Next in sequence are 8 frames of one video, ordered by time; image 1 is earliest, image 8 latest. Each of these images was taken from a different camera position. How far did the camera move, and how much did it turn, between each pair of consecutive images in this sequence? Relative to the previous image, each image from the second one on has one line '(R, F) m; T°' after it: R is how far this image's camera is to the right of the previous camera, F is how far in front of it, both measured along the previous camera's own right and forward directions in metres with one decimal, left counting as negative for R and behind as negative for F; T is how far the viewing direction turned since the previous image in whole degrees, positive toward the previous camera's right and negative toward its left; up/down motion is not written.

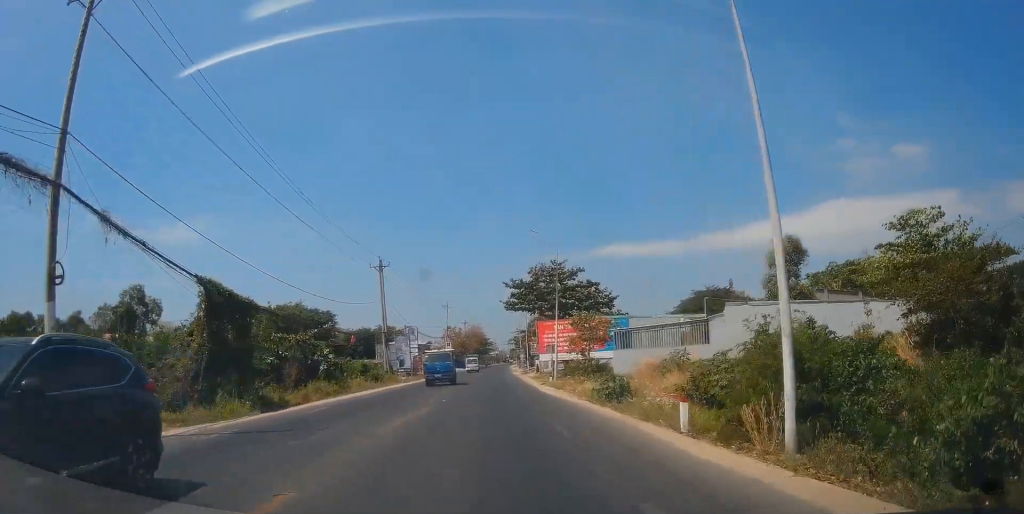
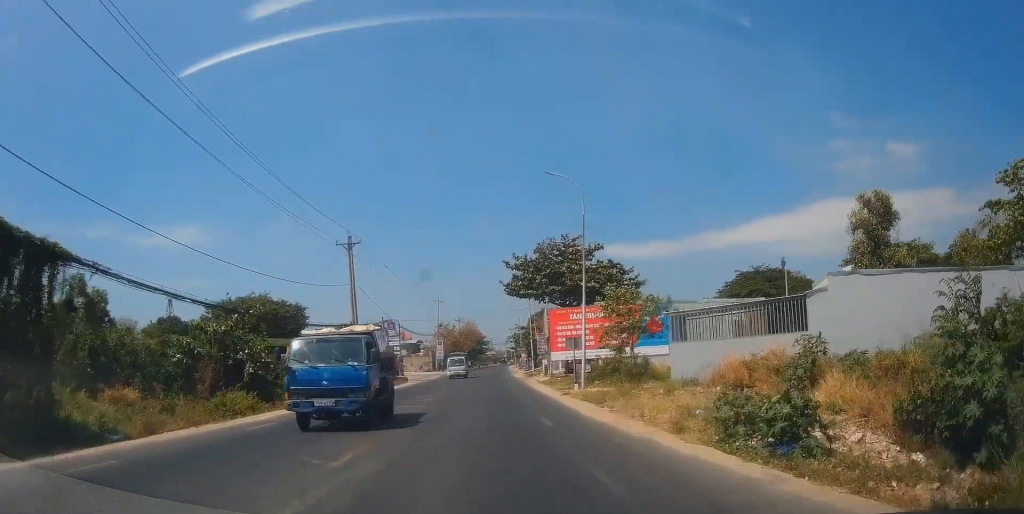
(-0.2, +13.2) m; -1°
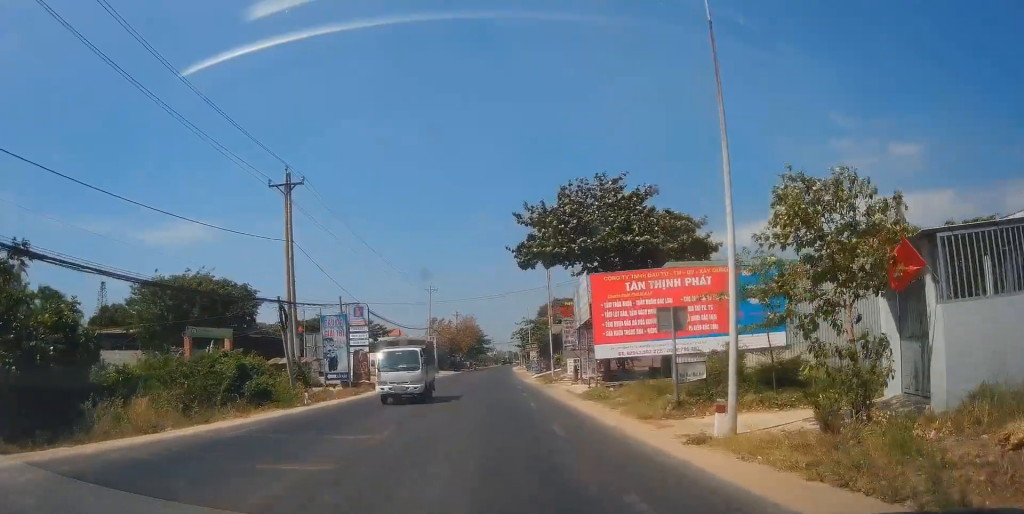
(+0.3, +17.5) m; +1°
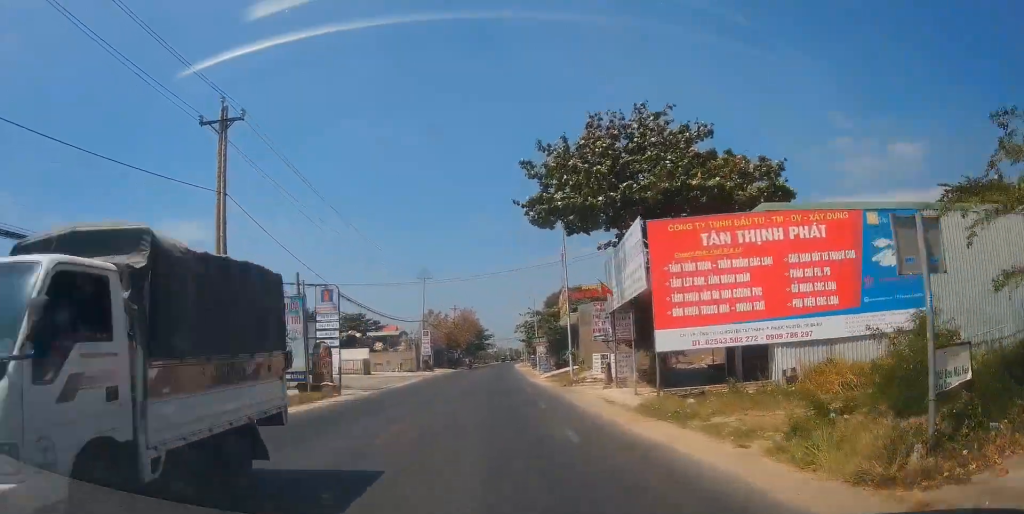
(0.0, +9.7) m; -1°
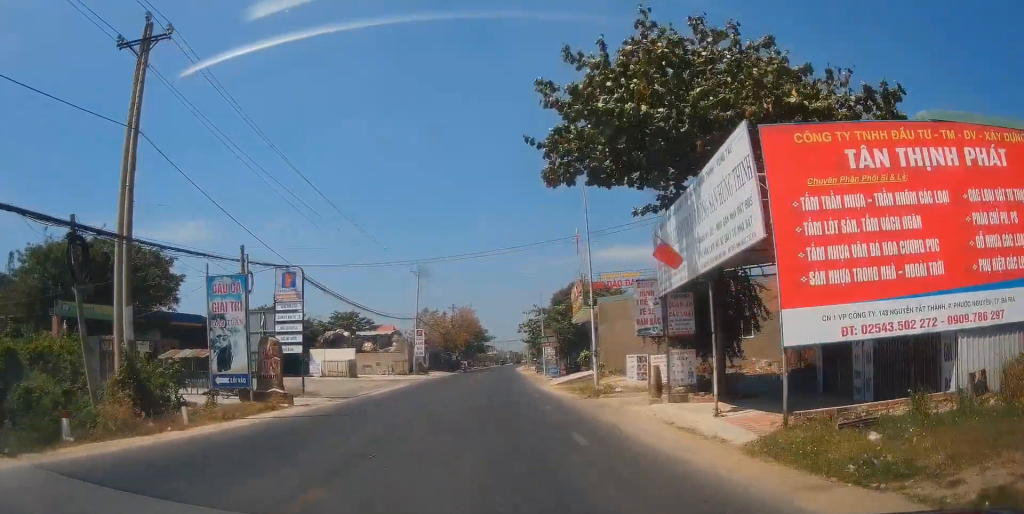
(-0.3, +7.8) m; -1°
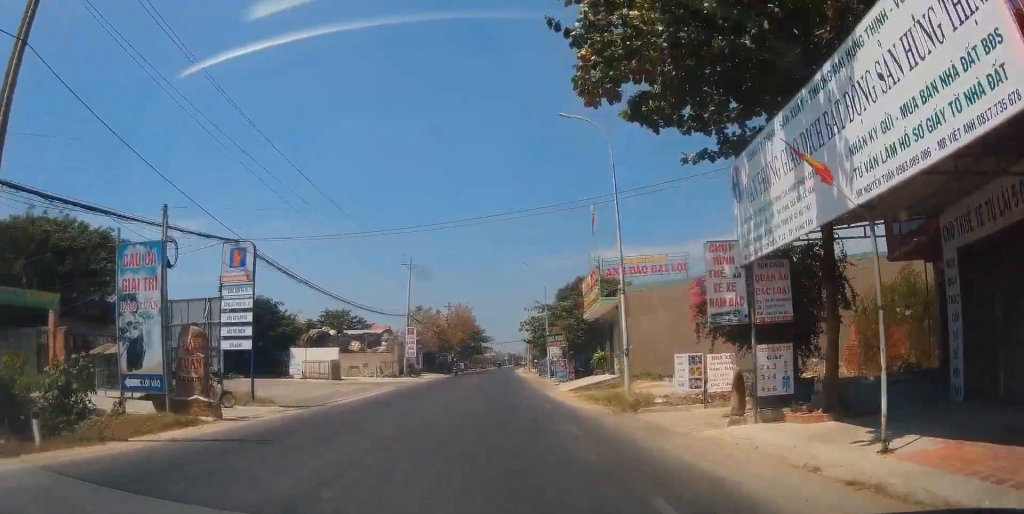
(0.0, +6.7) m; +1°
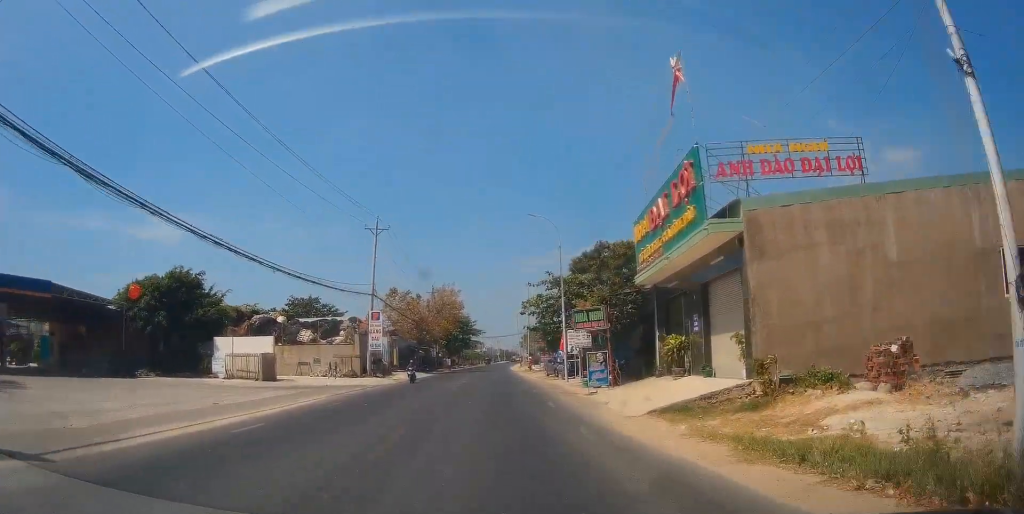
(+0.6, +17.6) m; +2°
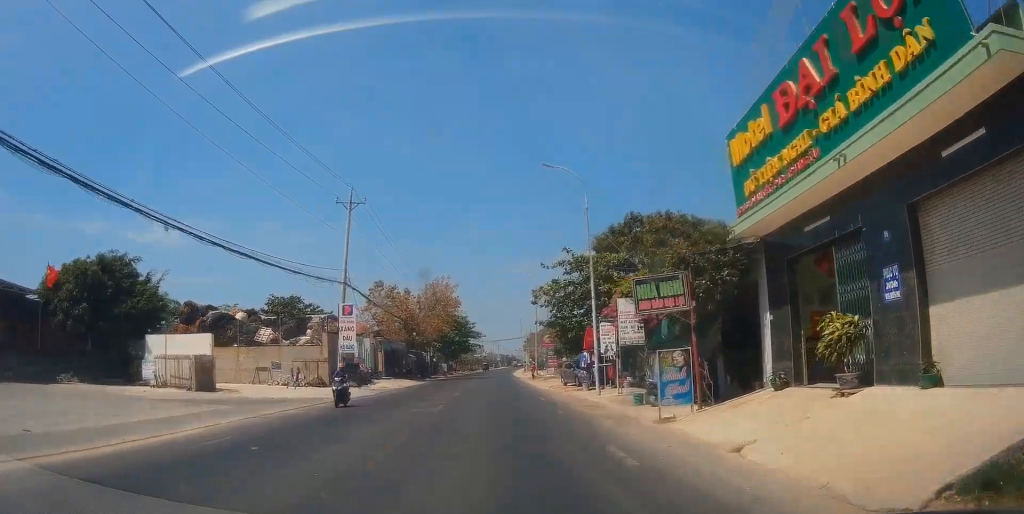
(-0.1, +10.7) m; 0°
